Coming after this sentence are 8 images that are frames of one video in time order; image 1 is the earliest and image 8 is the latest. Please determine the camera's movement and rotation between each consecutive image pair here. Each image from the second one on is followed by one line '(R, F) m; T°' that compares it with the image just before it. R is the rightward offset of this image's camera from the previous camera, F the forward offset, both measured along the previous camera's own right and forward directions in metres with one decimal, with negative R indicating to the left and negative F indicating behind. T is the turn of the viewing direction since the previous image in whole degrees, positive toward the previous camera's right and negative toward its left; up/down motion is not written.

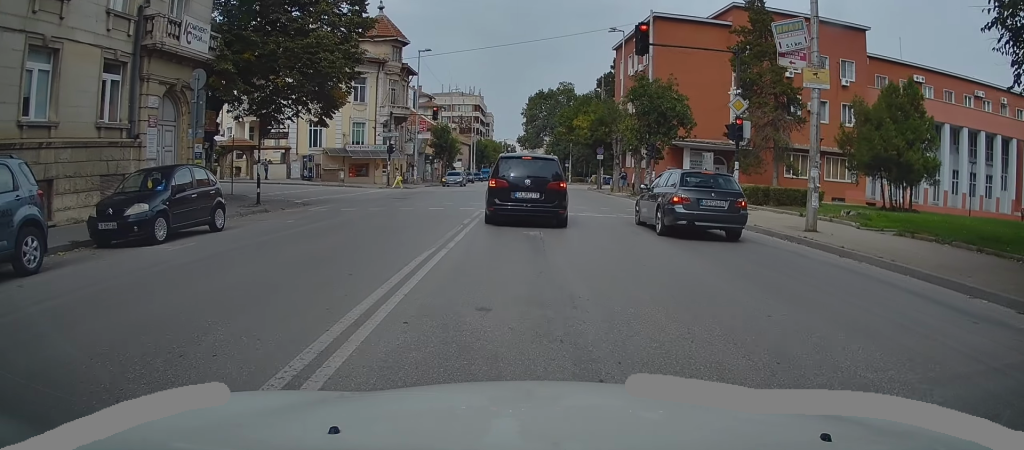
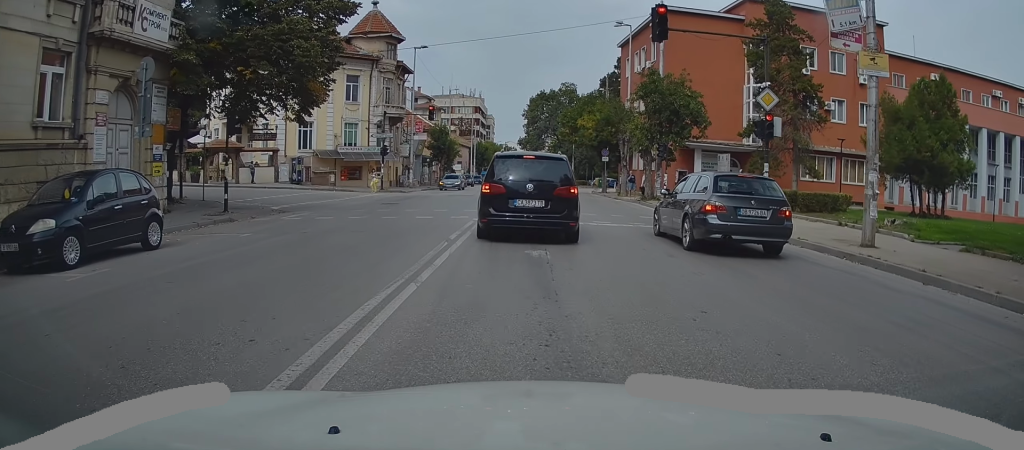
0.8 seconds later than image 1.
(0.0, +2.4) m; +4°
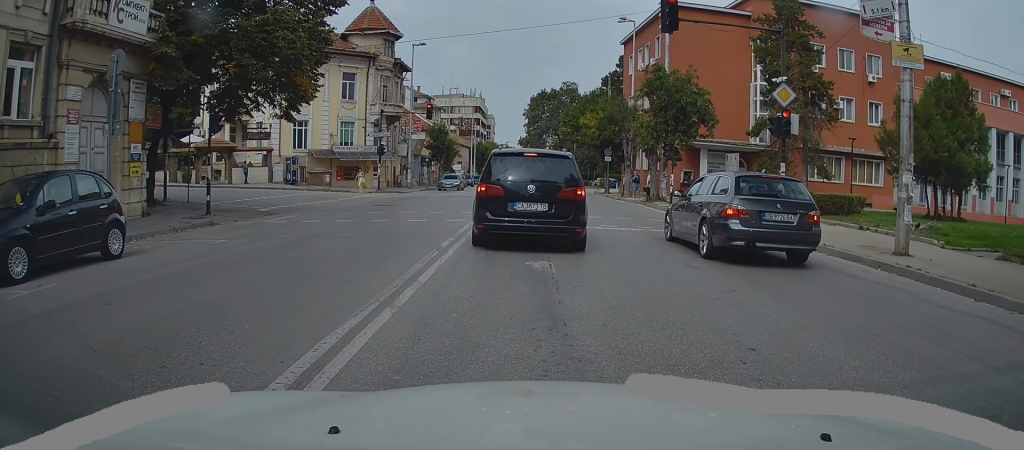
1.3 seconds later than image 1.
(+0.1, +1.0) m; +2°
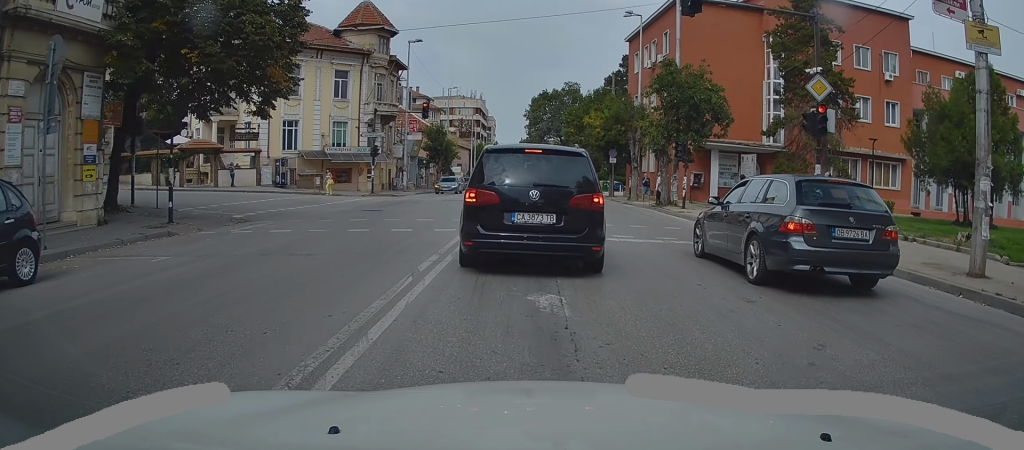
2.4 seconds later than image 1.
(0.0, +2.0) m; -1°
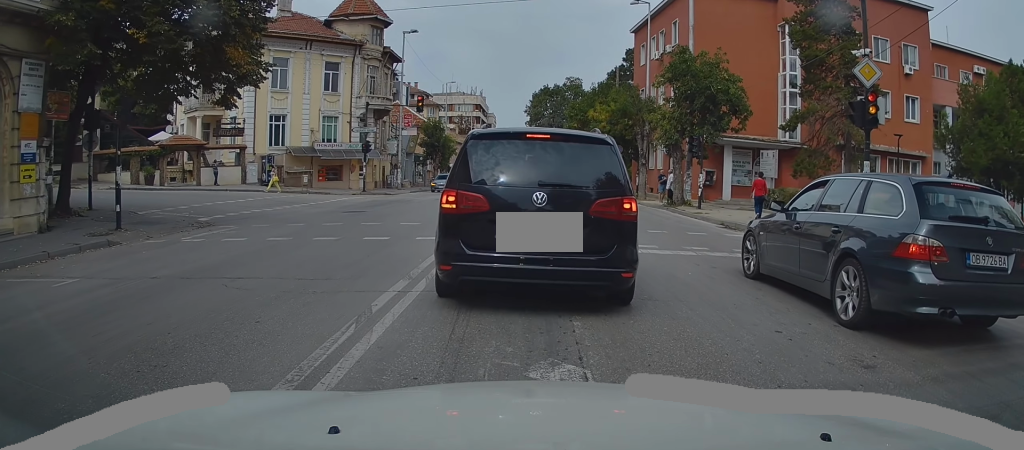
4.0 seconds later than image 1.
(-0.1, +2.5) m; -1°
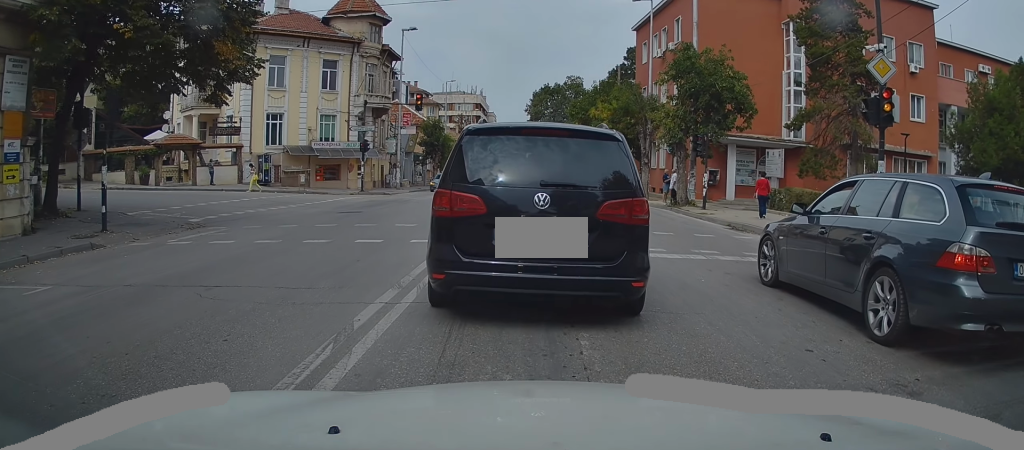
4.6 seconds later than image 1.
(0.0, +0.7) m; 0°
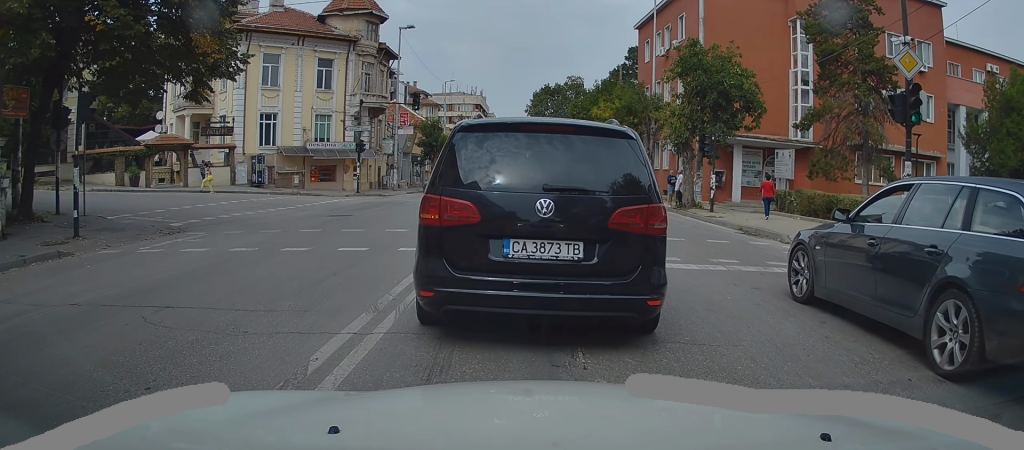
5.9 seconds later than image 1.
(-0.2, +1.5) m; -3°
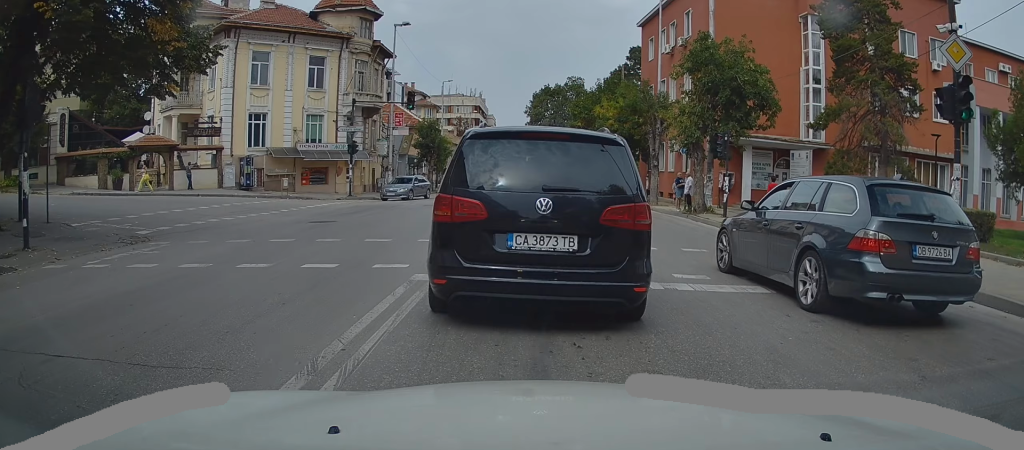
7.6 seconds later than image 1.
(-0.4, +2.6) m; -6°
